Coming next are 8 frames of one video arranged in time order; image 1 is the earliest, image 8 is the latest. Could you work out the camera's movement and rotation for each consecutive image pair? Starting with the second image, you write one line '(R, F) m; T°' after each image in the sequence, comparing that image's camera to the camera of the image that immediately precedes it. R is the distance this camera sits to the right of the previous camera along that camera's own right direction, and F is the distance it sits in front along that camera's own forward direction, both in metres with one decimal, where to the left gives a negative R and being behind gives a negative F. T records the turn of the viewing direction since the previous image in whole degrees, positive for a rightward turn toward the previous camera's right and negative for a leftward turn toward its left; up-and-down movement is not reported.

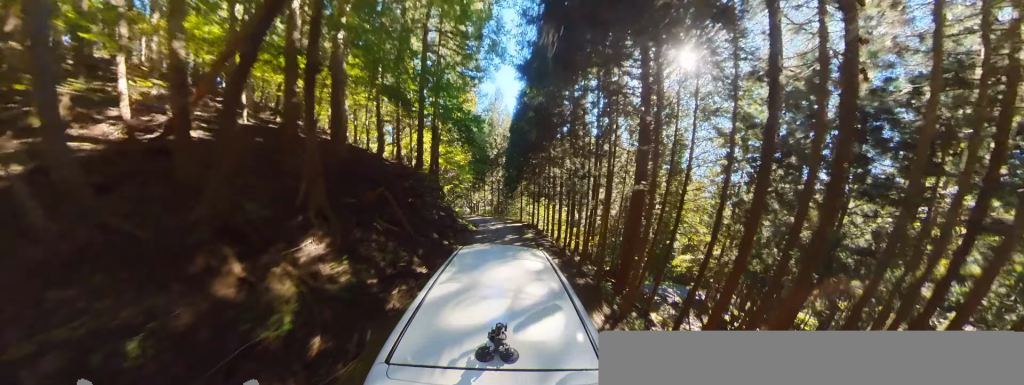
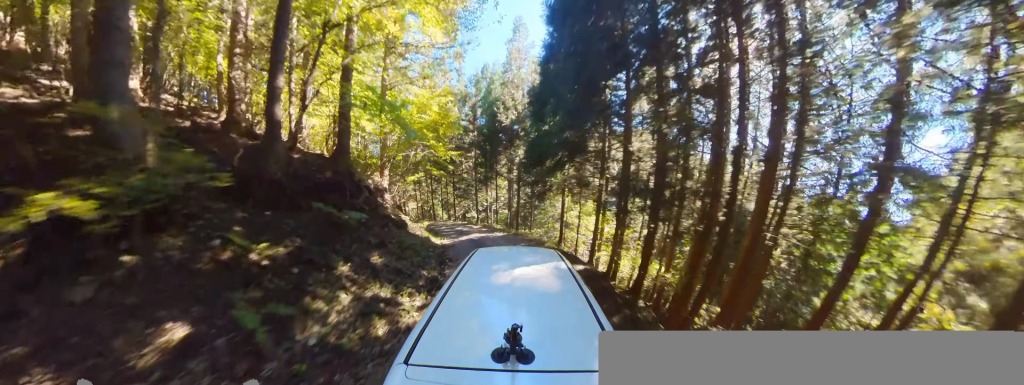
(-1.3, +15.0) m; -23°
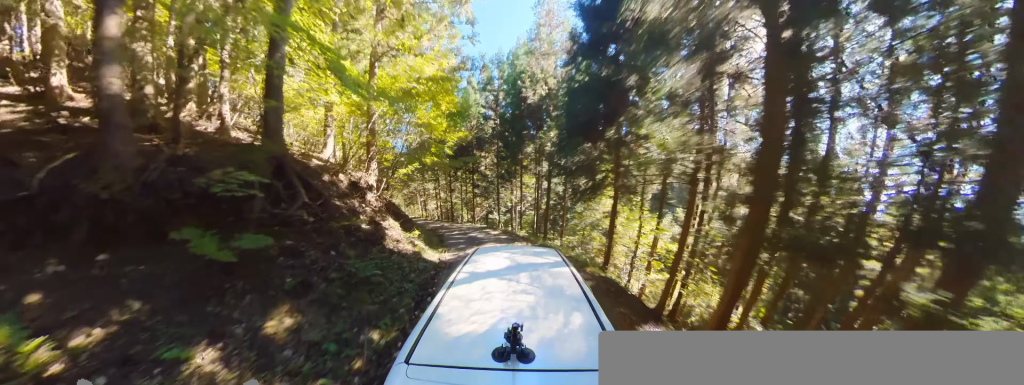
(-0.5, +4.5) m; -17°
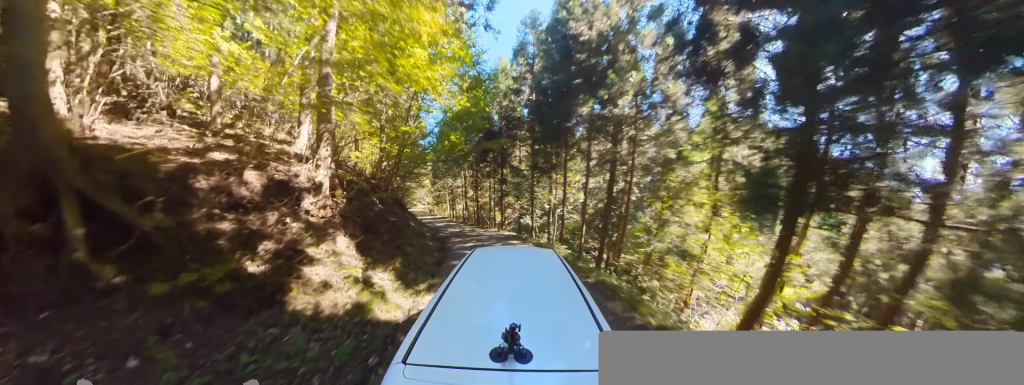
(-1.1, +5.1) m; 0°
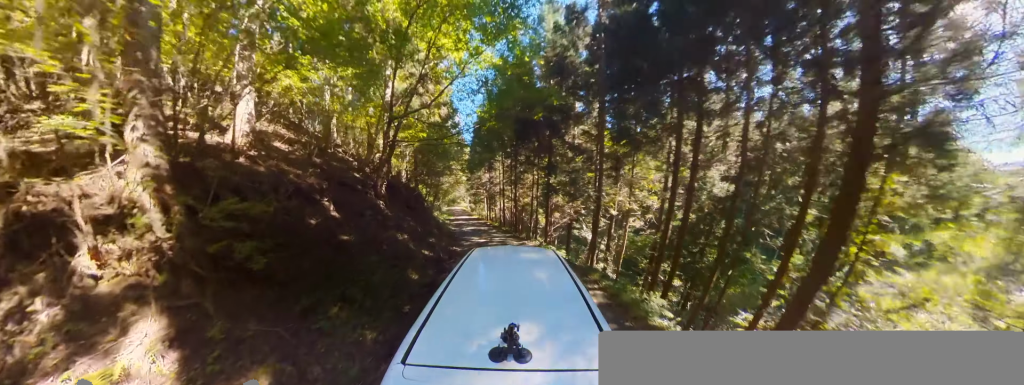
(+0.5, +5.4) m; +5°
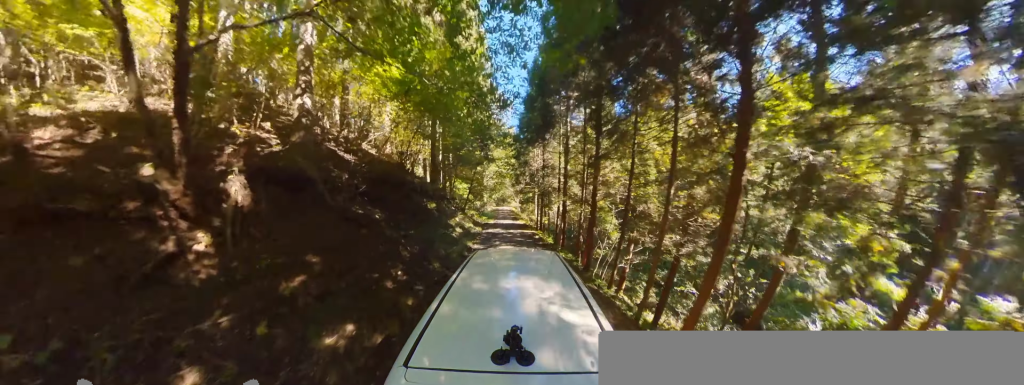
(+0.3, +8.0) m; -6°
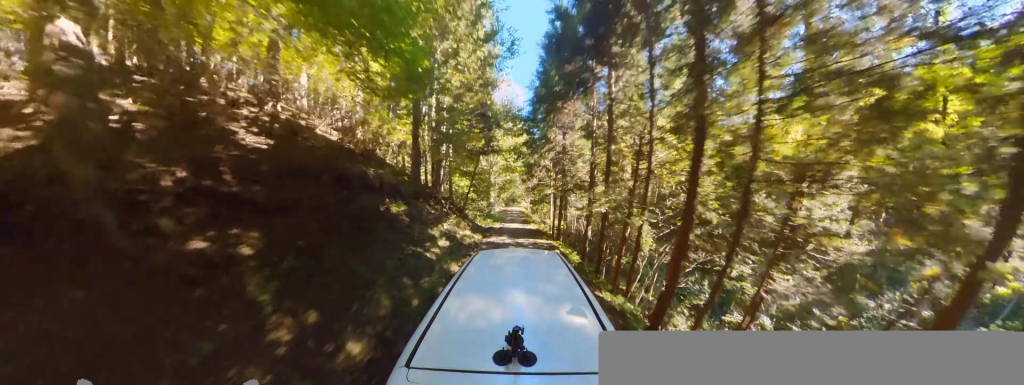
(-0.3, +3.8) m; -2°
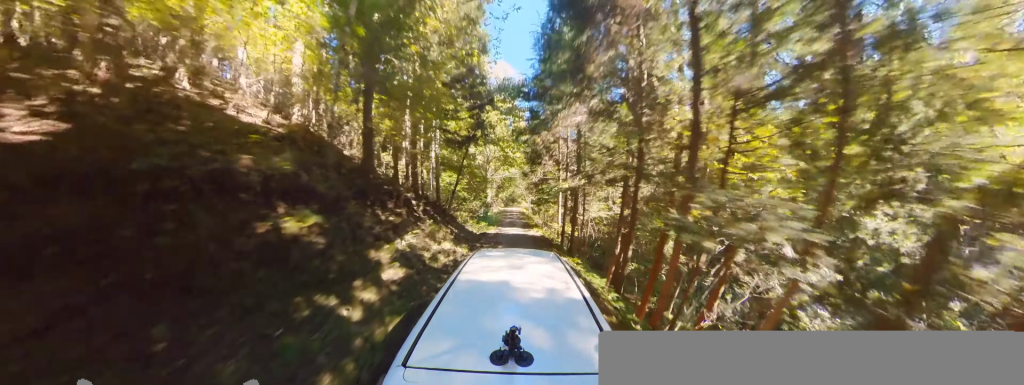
(-0.5, +3.2) m; 0°
